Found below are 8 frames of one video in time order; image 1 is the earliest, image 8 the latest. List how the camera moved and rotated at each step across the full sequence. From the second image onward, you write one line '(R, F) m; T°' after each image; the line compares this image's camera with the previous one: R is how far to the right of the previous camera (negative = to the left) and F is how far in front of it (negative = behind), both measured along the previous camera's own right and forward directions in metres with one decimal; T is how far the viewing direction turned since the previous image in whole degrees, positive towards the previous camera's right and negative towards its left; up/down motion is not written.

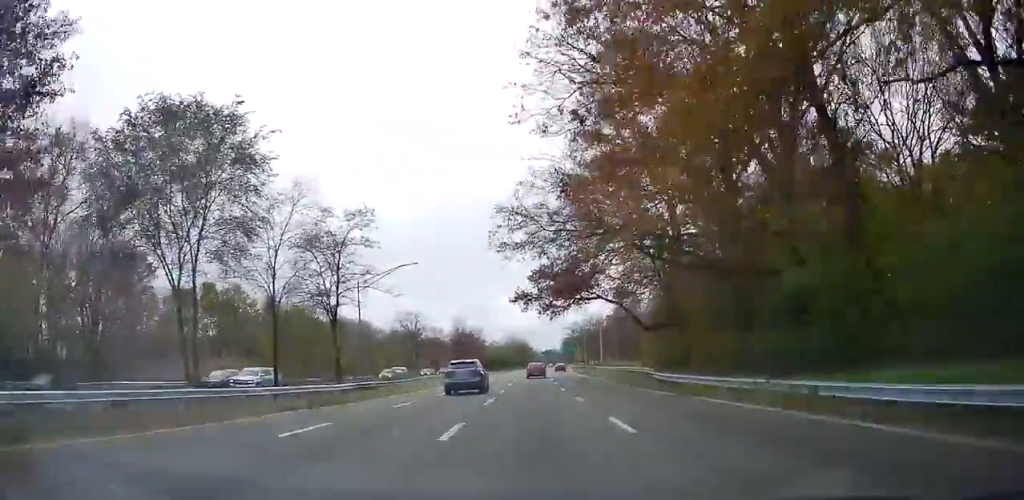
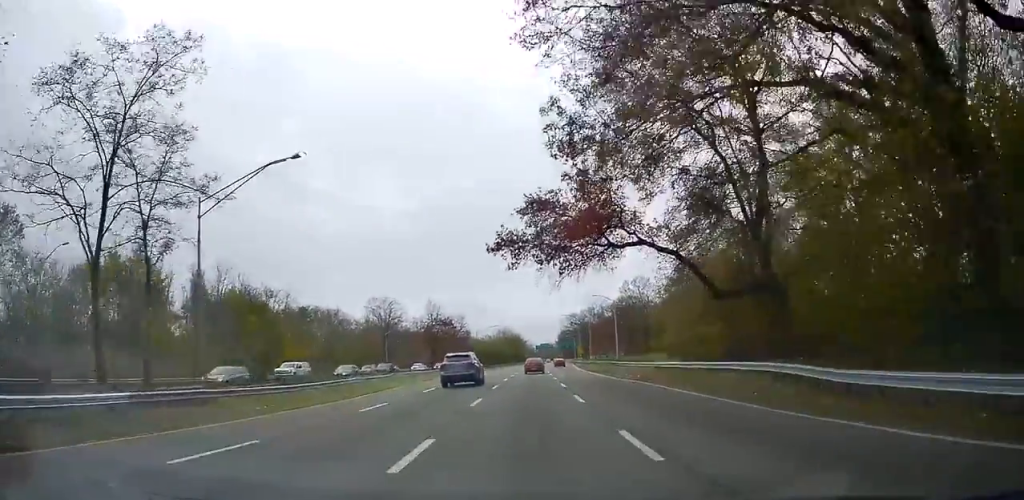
(+0.3, +22.5) m; +1°
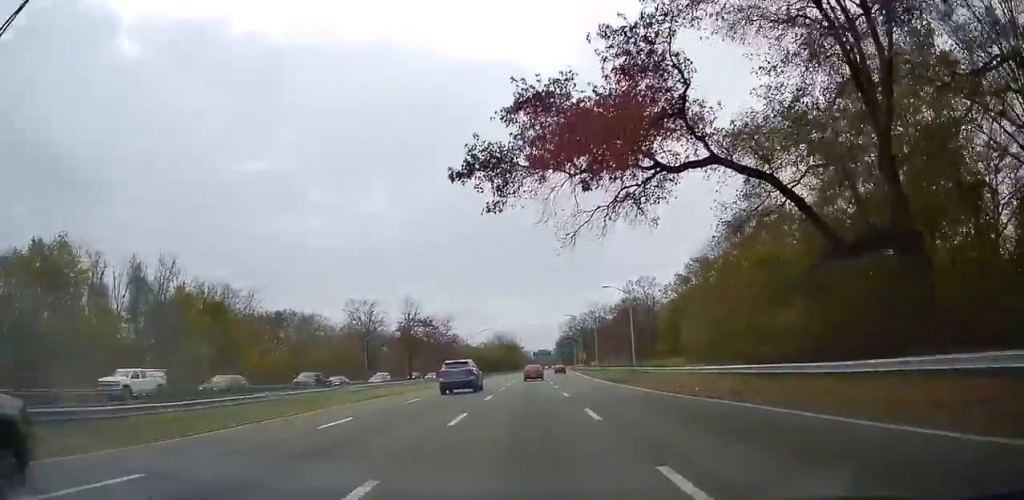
(+0.1, +13.4) m; +1°
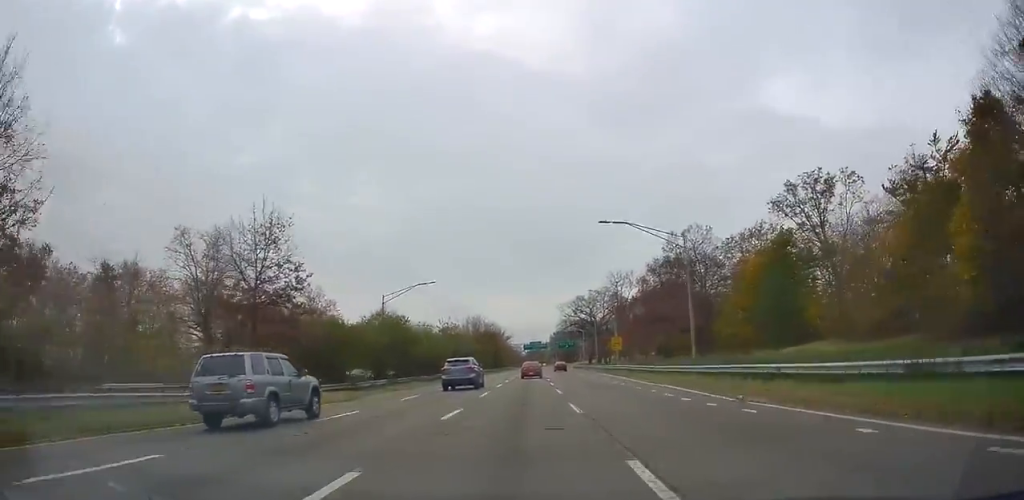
(+1.8, +58.9) m; +3°
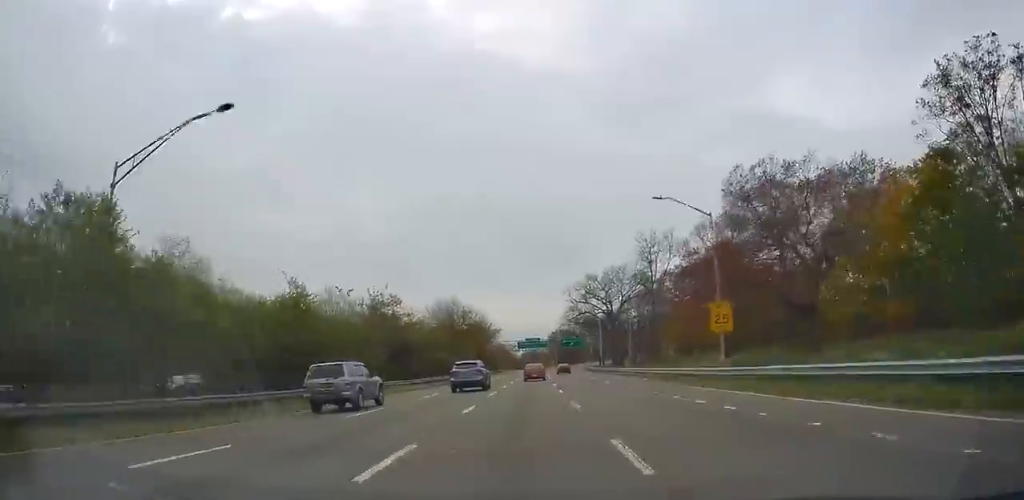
(-0.4, +38.0) m; 0°
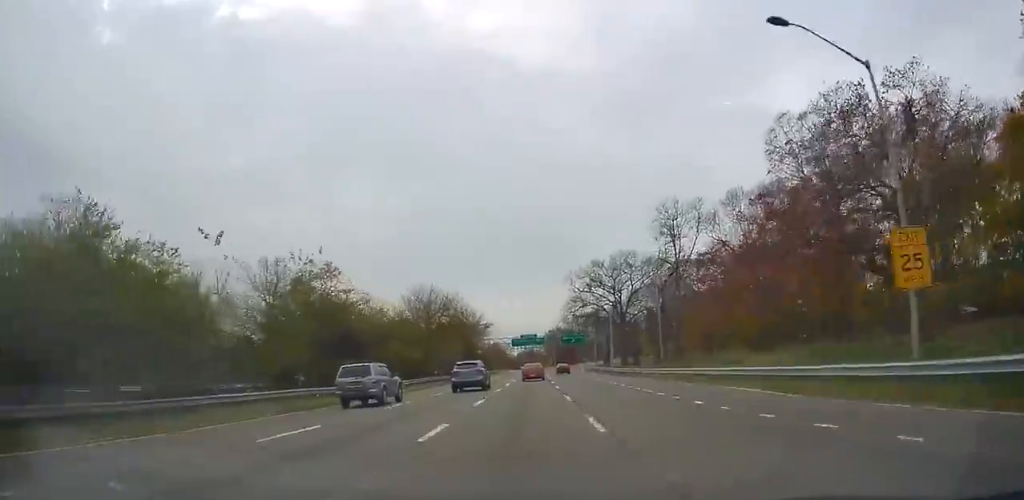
(+0.1, +16.3) m; 0°
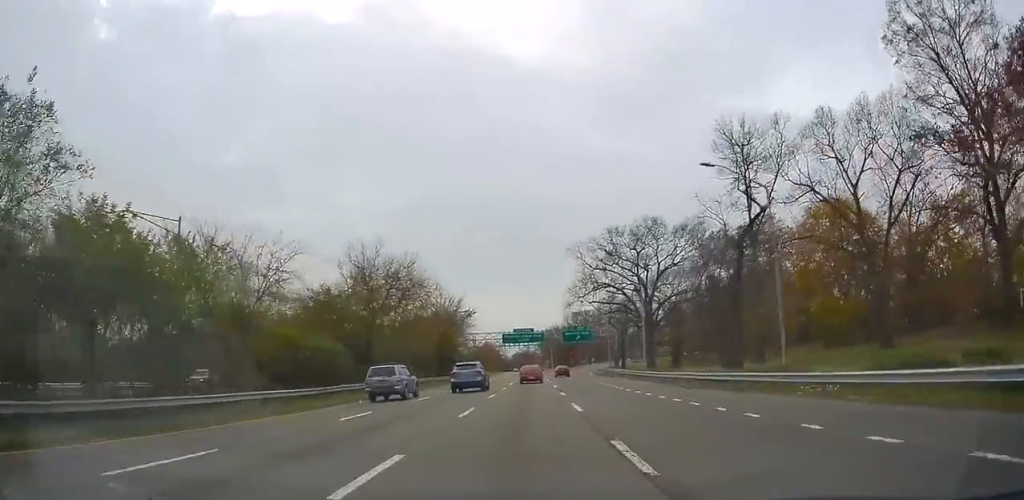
(+0.3, +24.6) m; 0°
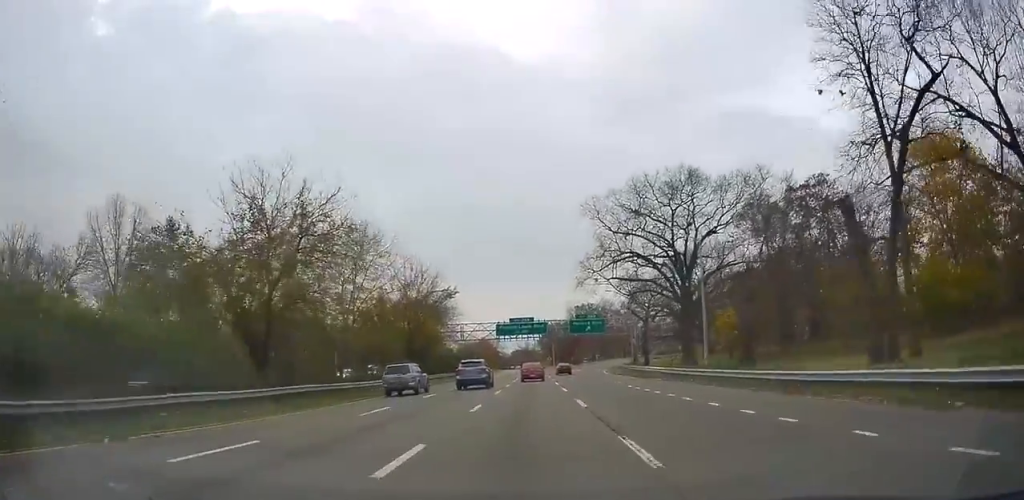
(-0.2, +18.9) m; 0°
